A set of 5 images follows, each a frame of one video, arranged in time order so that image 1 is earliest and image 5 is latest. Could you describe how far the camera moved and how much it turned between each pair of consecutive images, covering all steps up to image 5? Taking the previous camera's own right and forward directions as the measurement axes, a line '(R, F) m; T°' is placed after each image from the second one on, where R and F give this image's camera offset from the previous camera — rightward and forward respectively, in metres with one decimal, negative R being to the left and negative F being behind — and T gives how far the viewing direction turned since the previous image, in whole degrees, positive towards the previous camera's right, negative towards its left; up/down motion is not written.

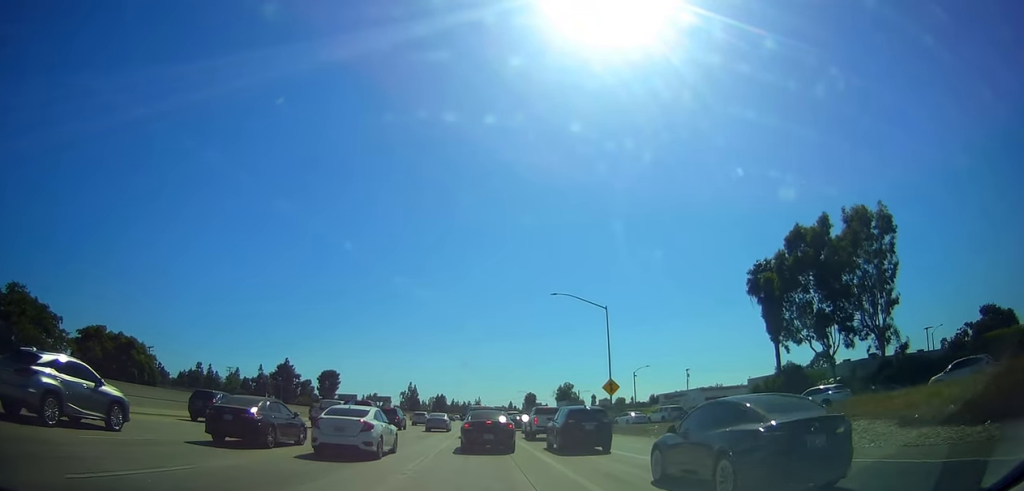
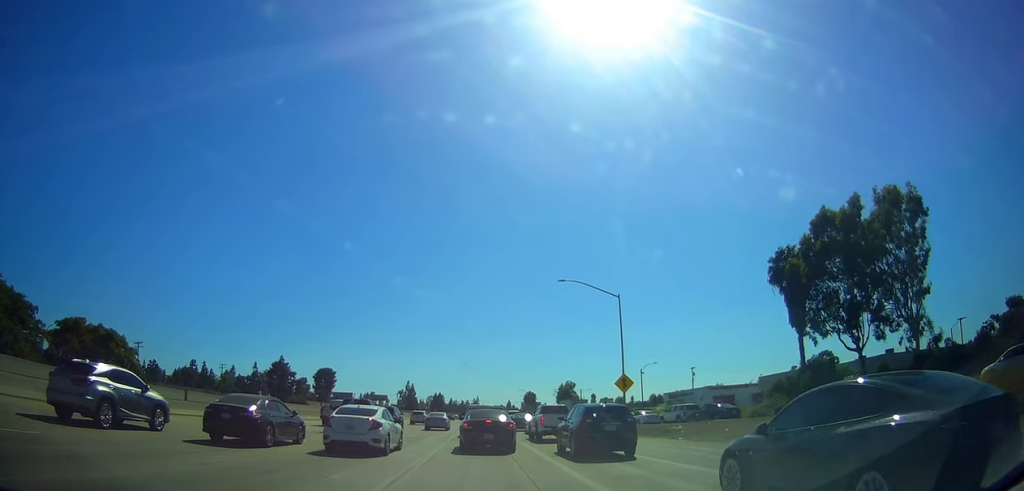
(-0.3, +5.3) m; 0°
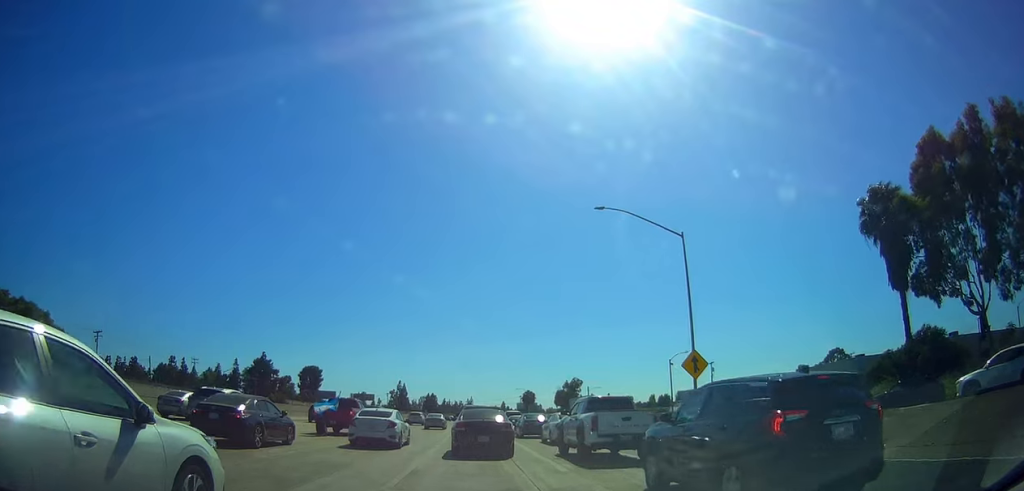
(+1.6, +16.8) m; +5°
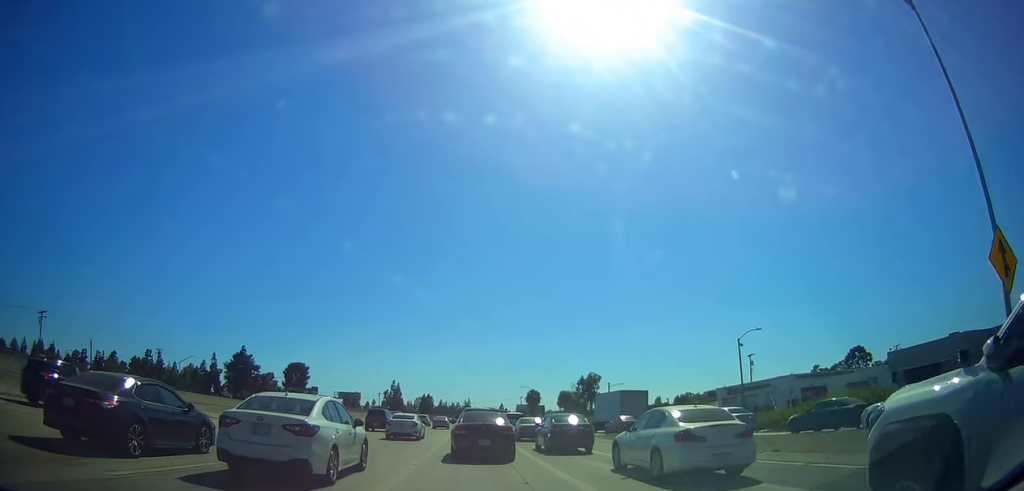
(-0.3, +21.7) m; -1°
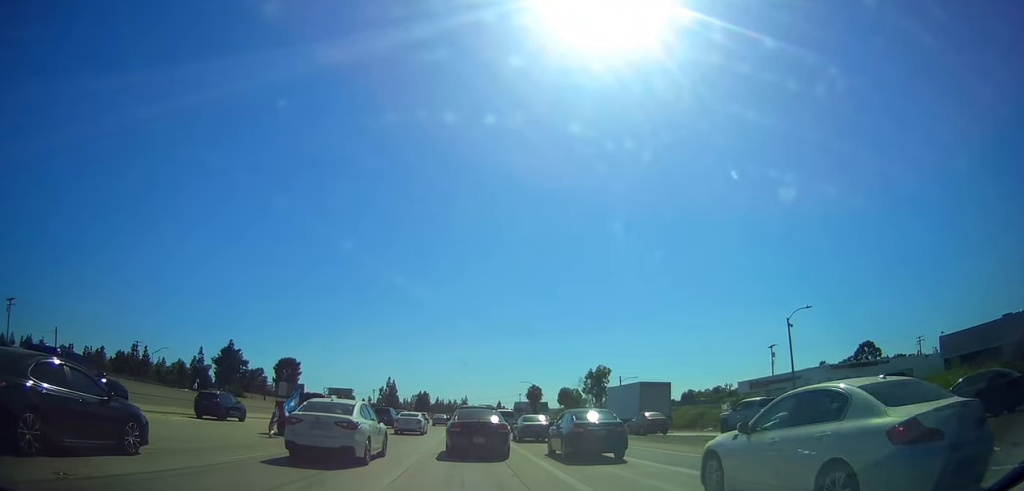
(+0.1, +9.7) m; +2°
